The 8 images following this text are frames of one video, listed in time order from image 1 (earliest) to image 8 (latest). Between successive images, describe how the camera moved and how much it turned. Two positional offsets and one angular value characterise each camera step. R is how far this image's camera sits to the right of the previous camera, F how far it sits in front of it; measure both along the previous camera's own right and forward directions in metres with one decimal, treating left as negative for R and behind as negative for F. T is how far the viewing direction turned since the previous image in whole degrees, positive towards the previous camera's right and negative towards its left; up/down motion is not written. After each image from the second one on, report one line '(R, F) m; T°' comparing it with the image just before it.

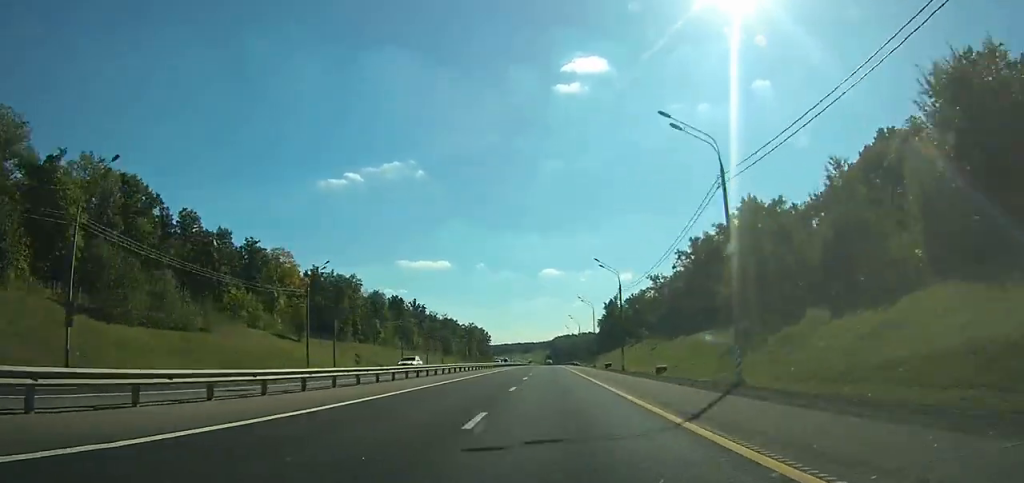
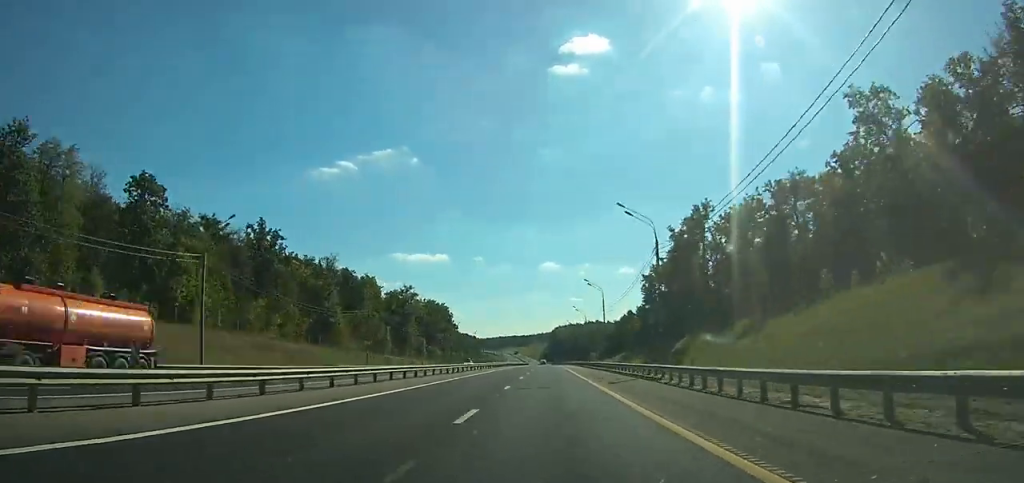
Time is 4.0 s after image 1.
(+0.2, +135.6) m; 0°
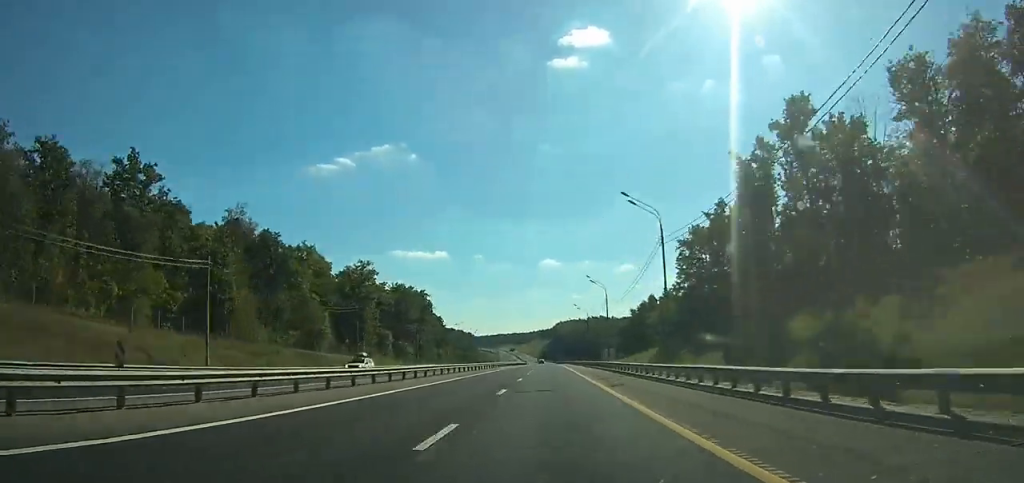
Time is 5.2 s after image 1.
(0.0, +40.3) m; 0°
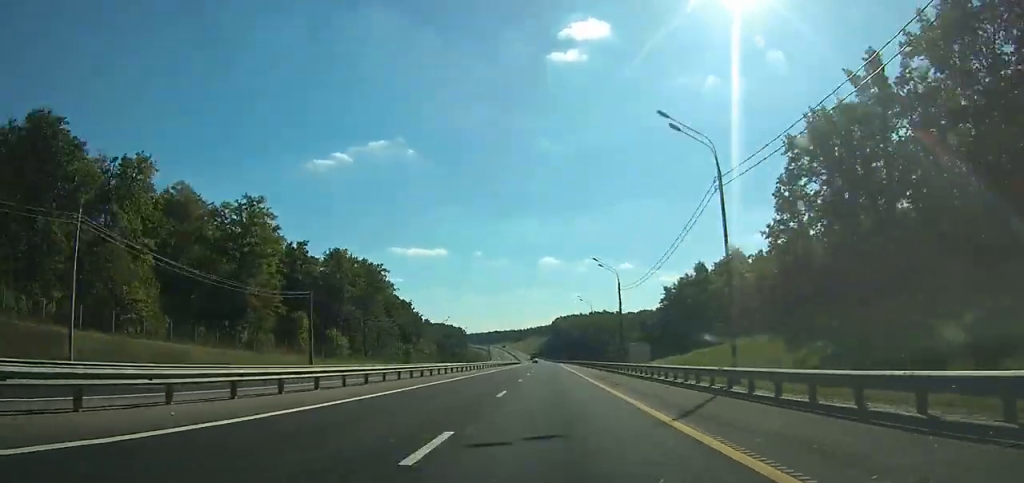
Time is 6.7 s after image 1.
(0.0, +49.7) m; 0°
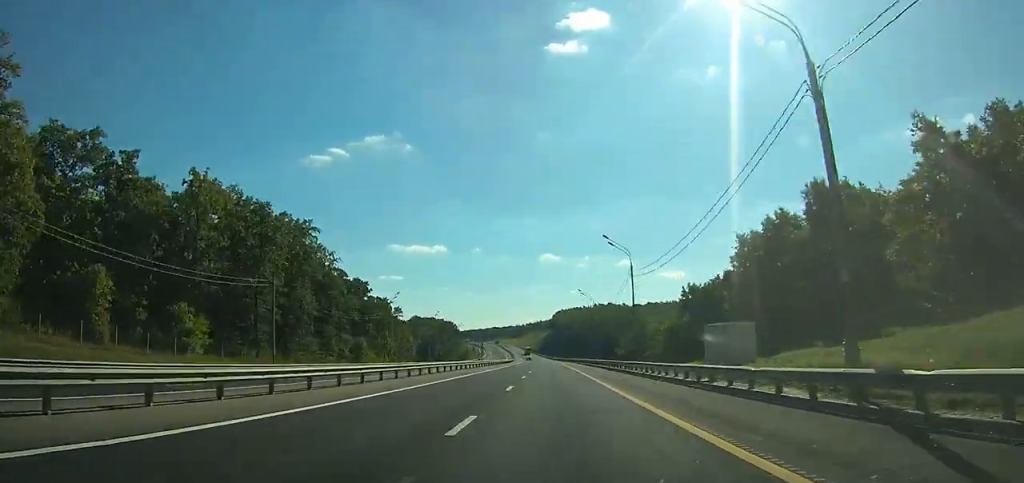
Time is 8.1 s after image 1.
(0.0, +45.7) m; 0°
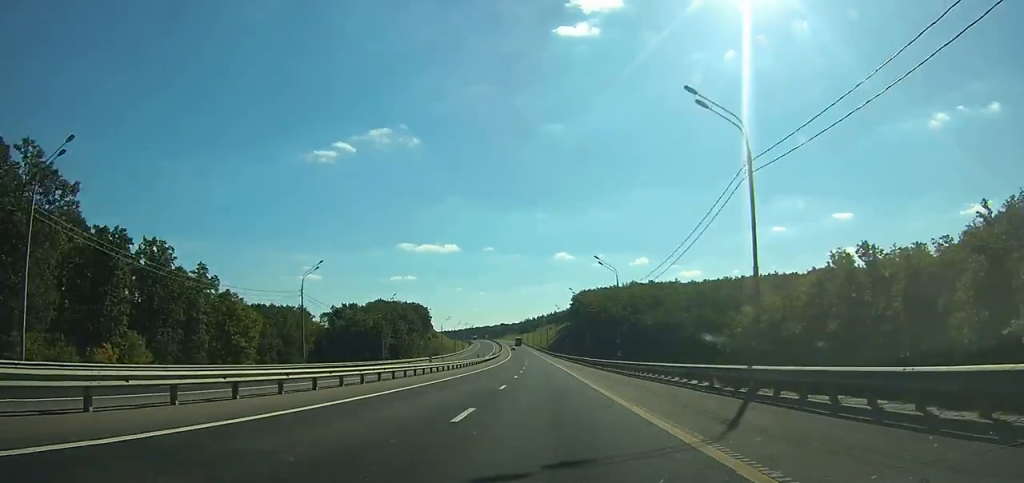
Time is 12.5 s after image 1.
(-2.2, +140.0) m; -2°
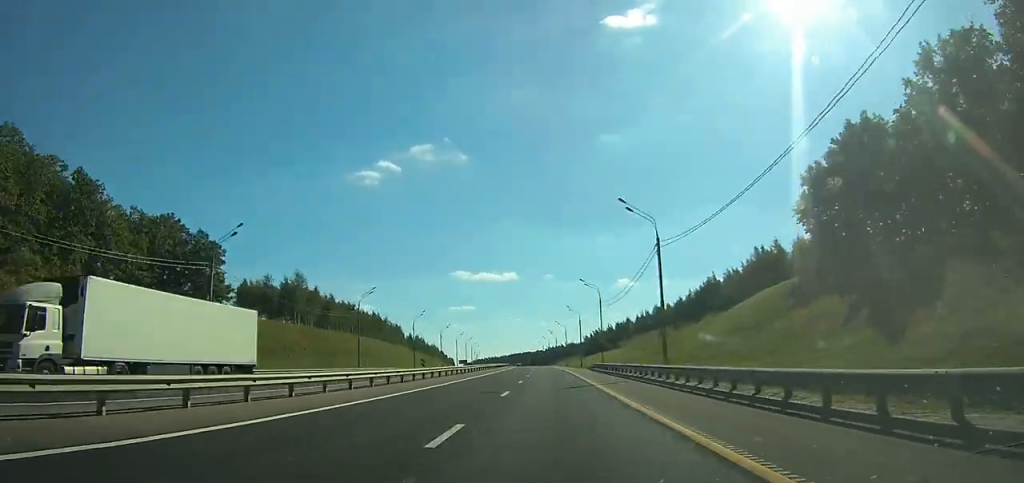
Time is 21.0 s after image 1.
(-12.6, +282.4) m; -6°
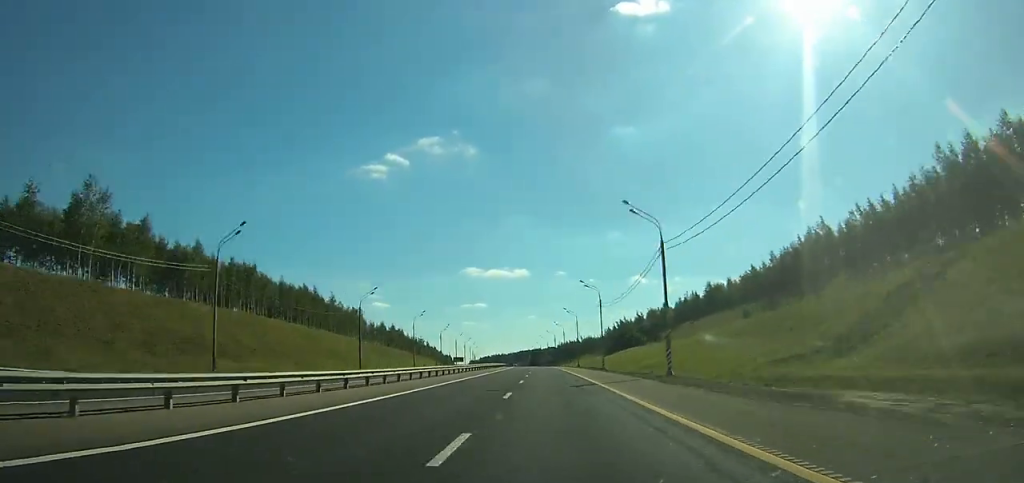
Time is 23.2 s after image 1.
(-0.8, +72.3) m; -2°
